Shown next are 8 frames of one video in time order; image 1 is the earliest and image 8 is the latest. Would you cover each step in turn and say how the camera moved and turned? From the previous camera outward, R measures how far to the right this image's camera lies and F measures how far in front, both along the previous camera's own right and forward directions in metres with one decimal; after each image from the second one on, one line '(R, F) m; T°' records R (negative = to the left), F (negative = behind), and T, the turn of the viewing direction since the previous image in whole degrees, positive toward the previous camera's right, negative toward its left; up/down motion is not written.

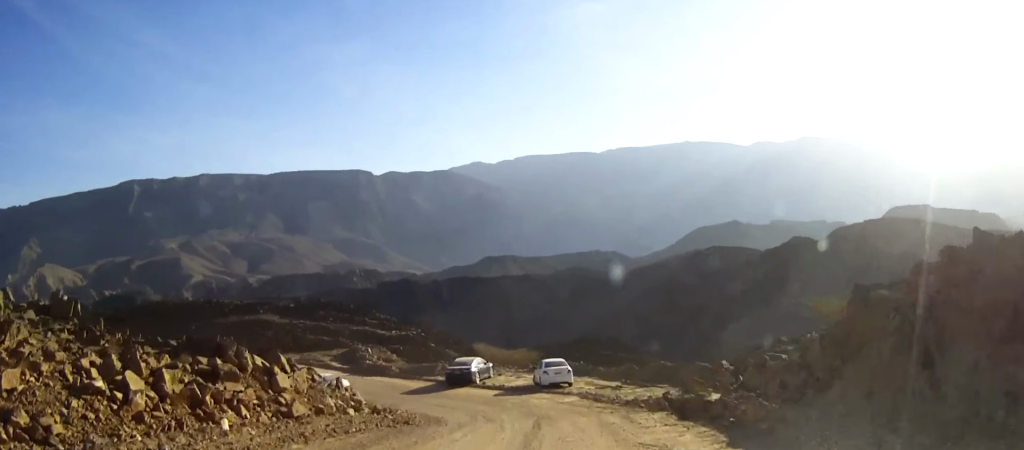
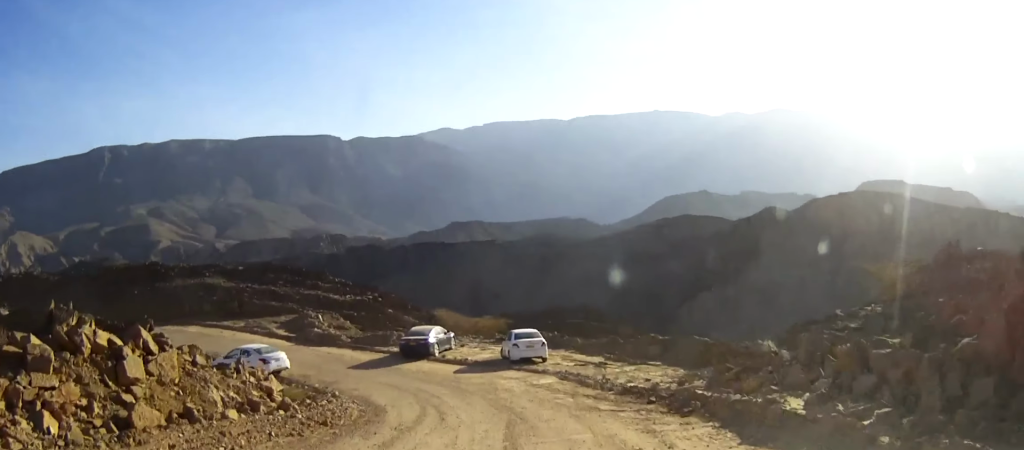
(+0.1, +5.5) m; +2°
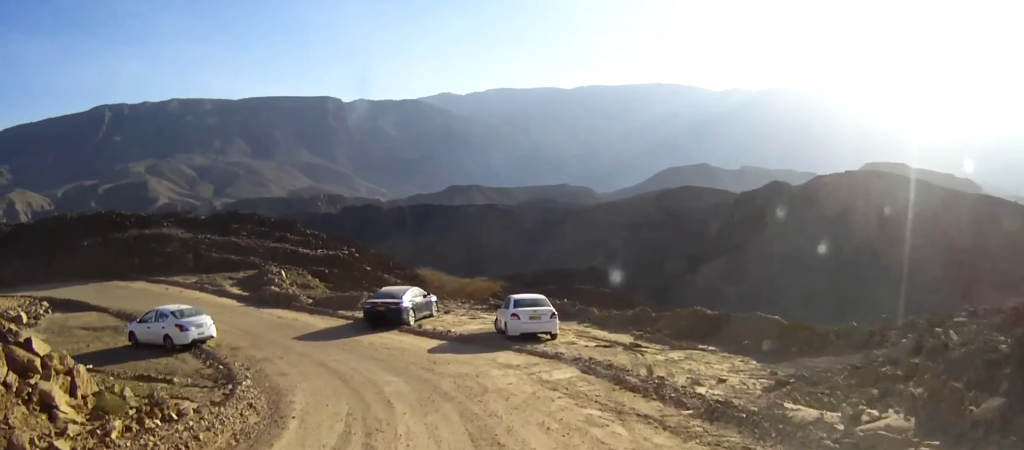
(+0.2, +8.3) m; -1°
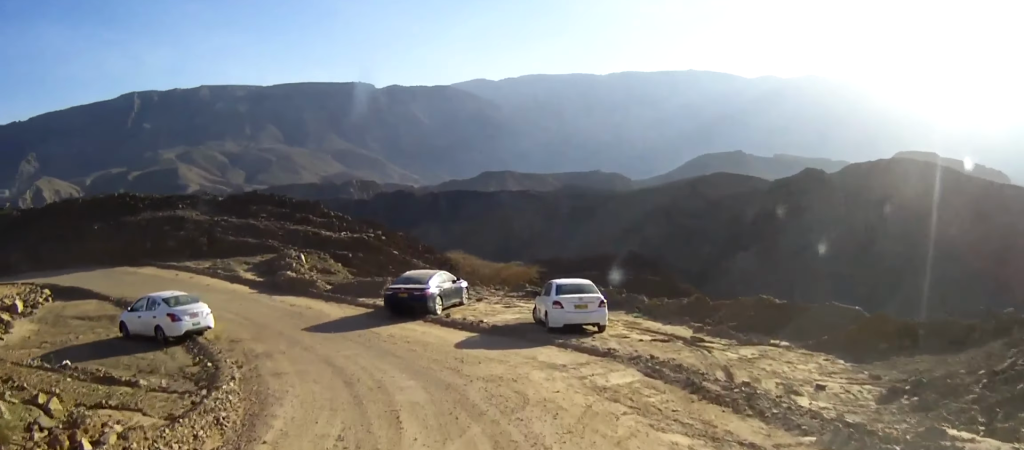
(-0.1, +3.2) m; -3°
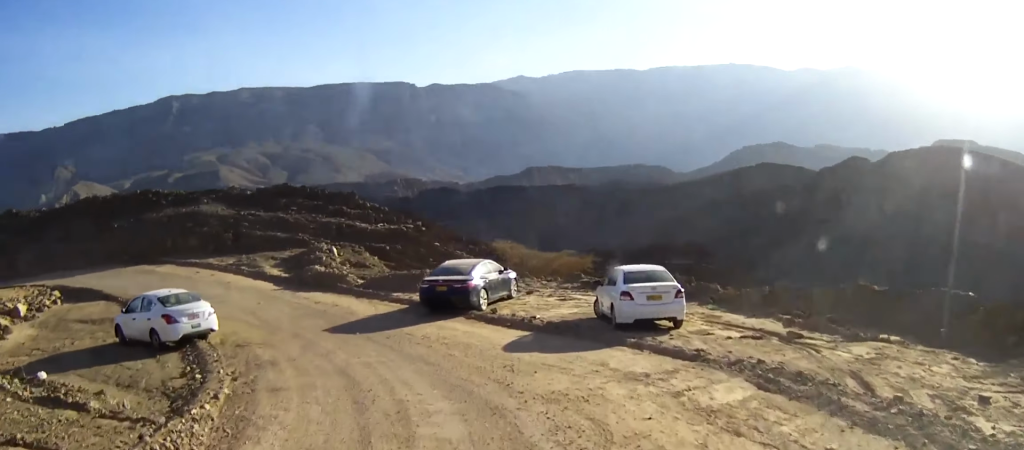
(0.0, +3.0) m; -3°
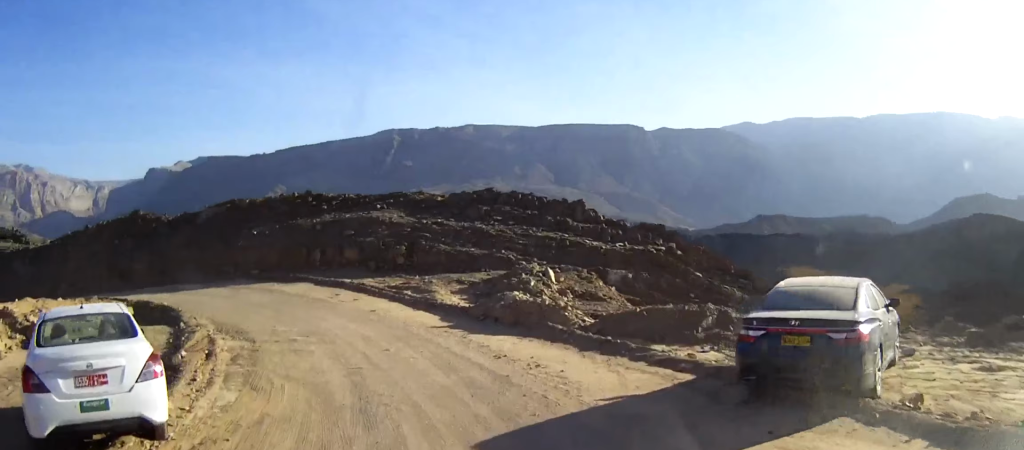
(-1.8, +12.1) m; -17°
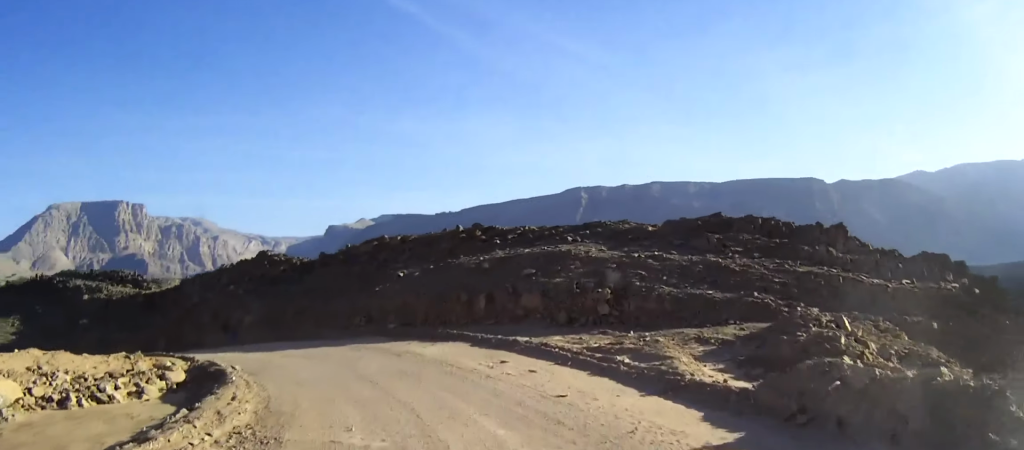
(-1.0, +9.4) m; -13°
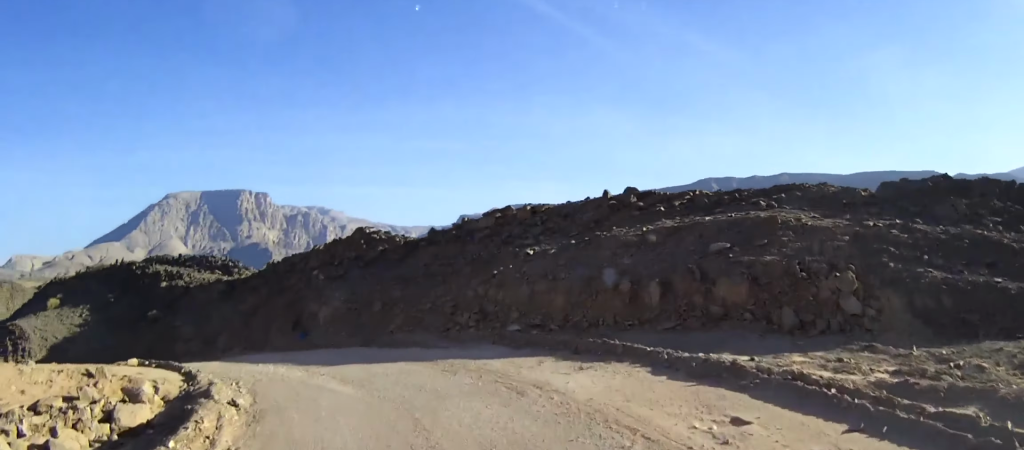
(-0.8, +8.3) m; -12°
